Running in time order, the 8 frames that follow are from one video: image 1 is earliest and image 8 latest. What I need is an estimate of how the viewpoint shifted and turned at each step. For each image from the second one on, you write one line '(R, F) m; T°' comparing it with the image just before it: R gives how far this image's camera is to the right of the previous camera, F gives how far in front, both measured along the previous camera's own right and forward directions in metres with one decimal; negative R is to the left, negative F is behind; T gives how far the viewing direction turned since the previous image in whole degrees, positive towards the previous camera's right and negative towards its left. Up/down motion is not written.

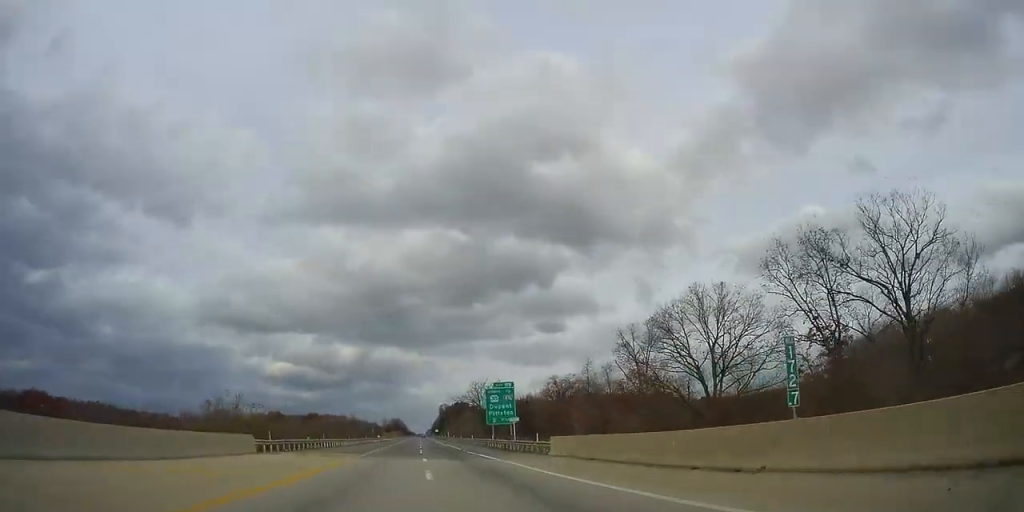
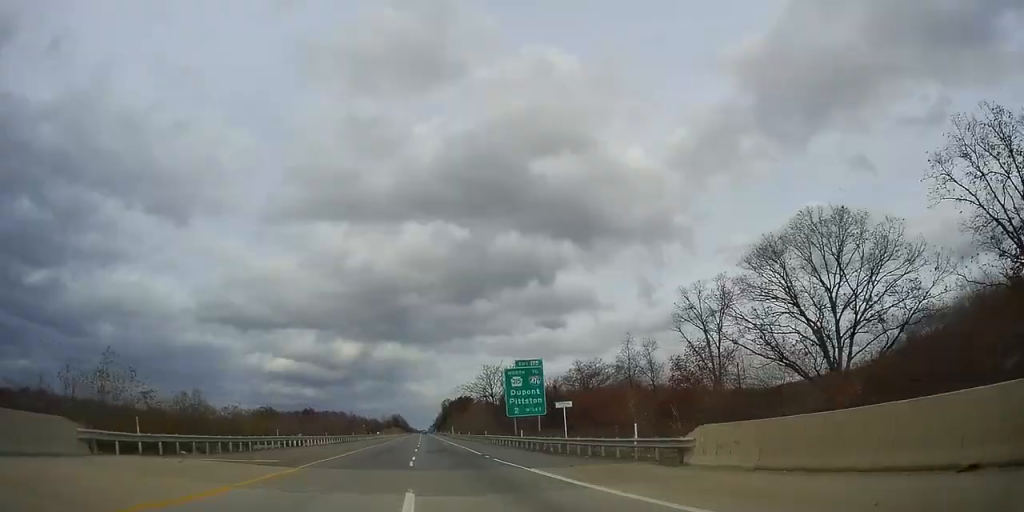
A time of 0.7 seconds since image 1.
(0.0, +19.6) m; 0°
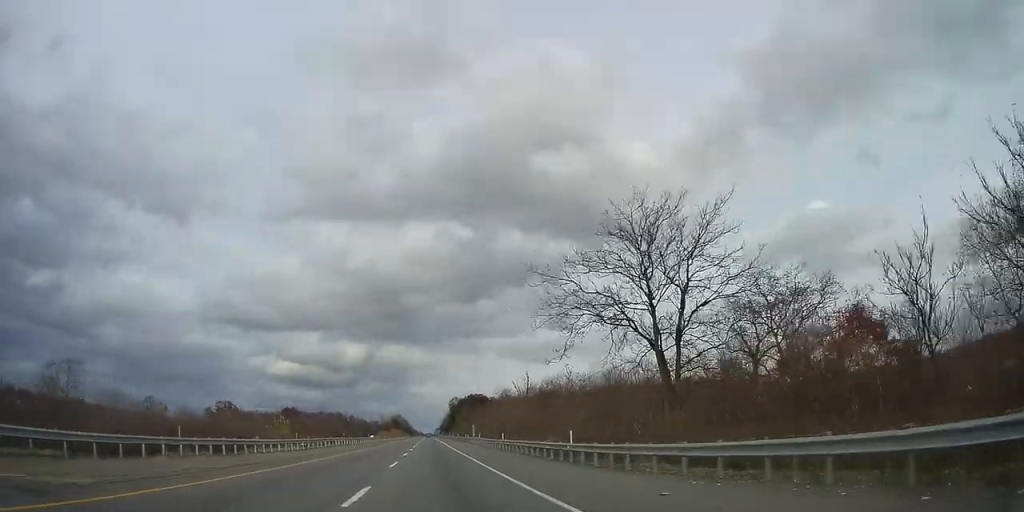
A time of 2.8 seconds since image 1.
(+0.2, +63.4) m; 0°
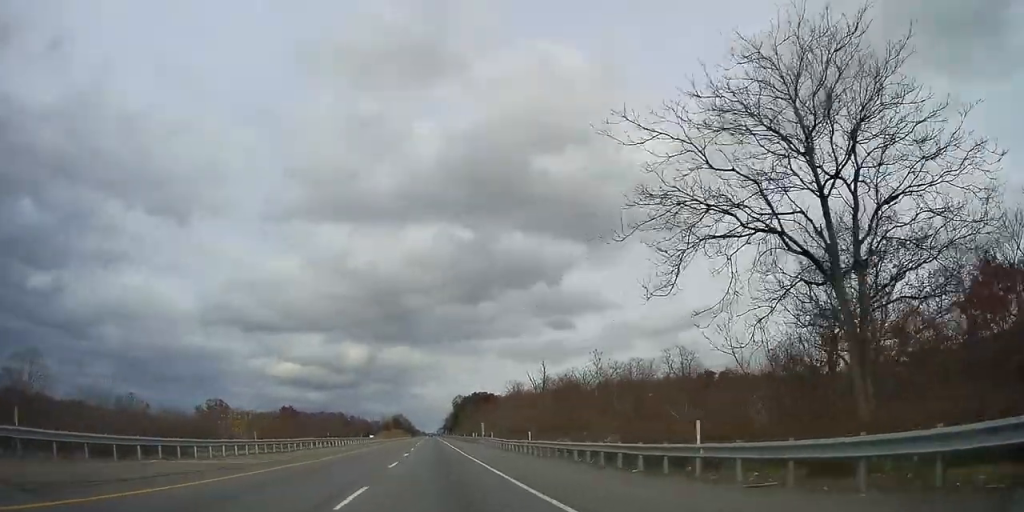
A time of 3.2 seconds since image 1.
(0.0, +12.3) m; 0°
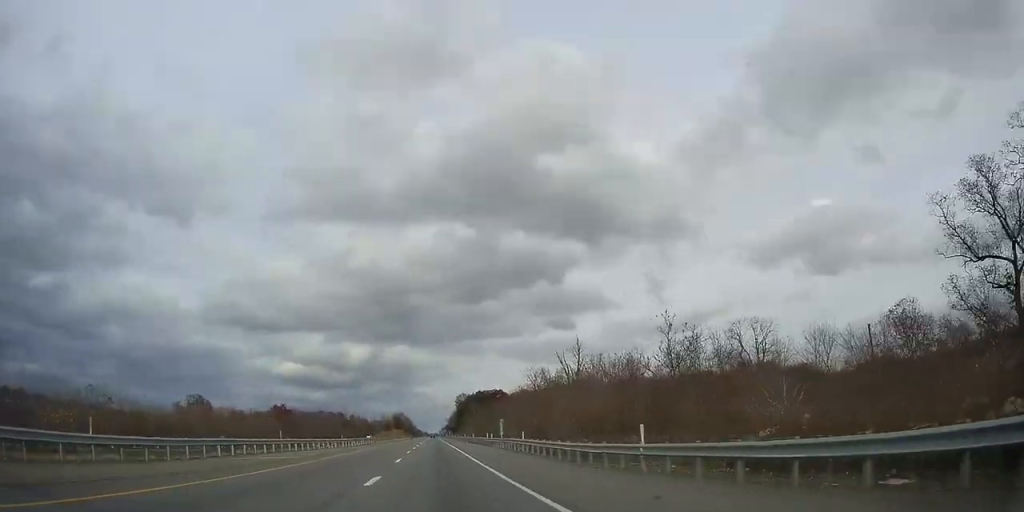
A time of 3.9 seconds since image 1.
(+0.3, +19.2) m; 0°
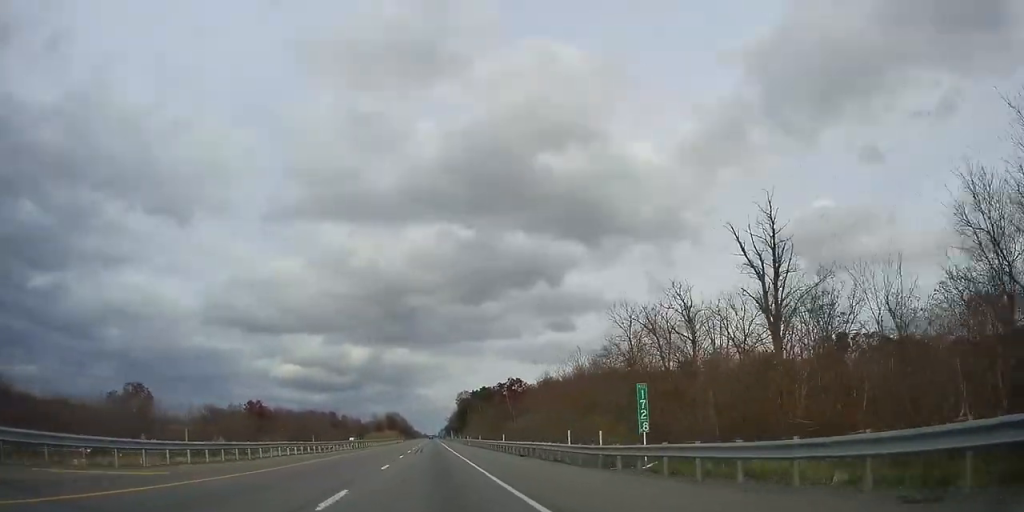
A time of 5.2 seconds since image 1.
(-0.5, +39.8) m; 0°
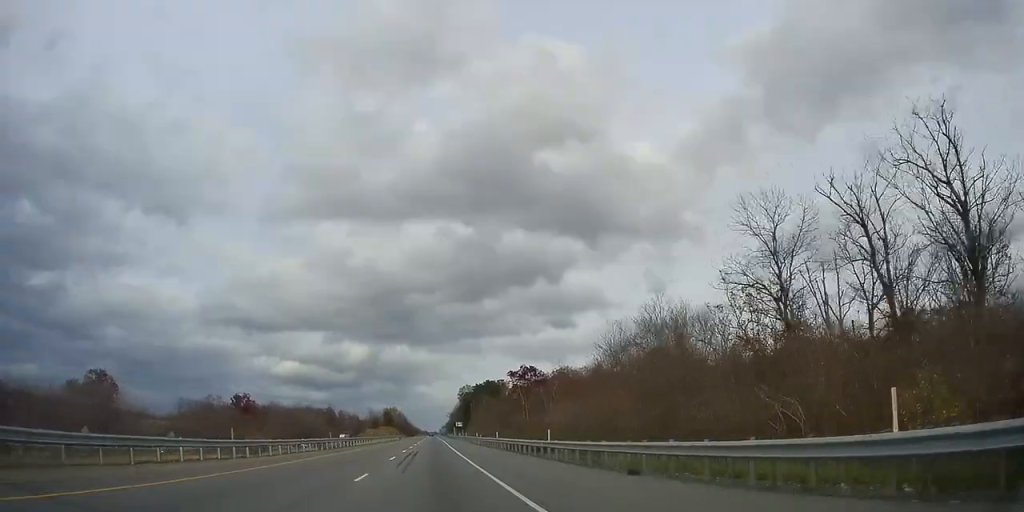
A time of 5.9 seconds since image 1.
(+0.4, +18.6) m; 0°
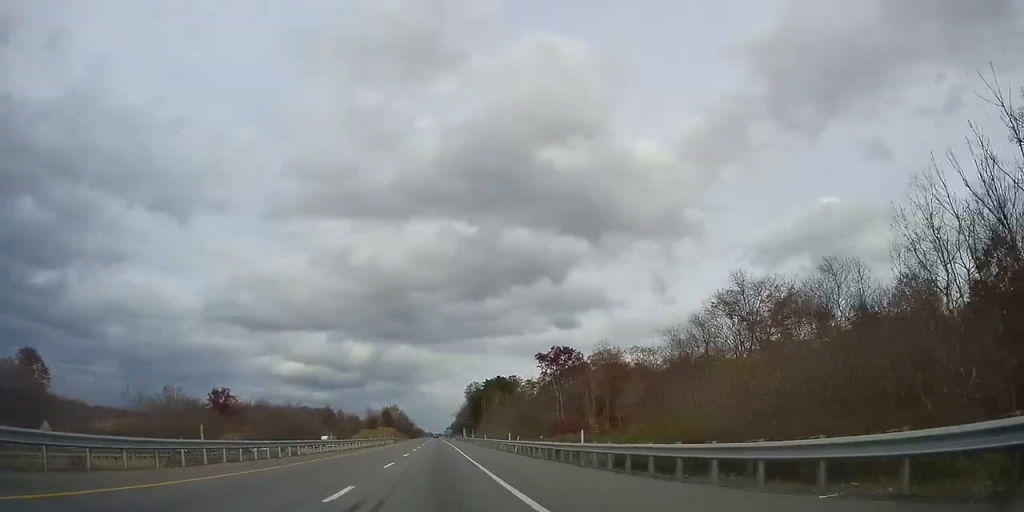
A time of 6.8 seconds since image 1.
(-0.4, +28.5) m; 0°
